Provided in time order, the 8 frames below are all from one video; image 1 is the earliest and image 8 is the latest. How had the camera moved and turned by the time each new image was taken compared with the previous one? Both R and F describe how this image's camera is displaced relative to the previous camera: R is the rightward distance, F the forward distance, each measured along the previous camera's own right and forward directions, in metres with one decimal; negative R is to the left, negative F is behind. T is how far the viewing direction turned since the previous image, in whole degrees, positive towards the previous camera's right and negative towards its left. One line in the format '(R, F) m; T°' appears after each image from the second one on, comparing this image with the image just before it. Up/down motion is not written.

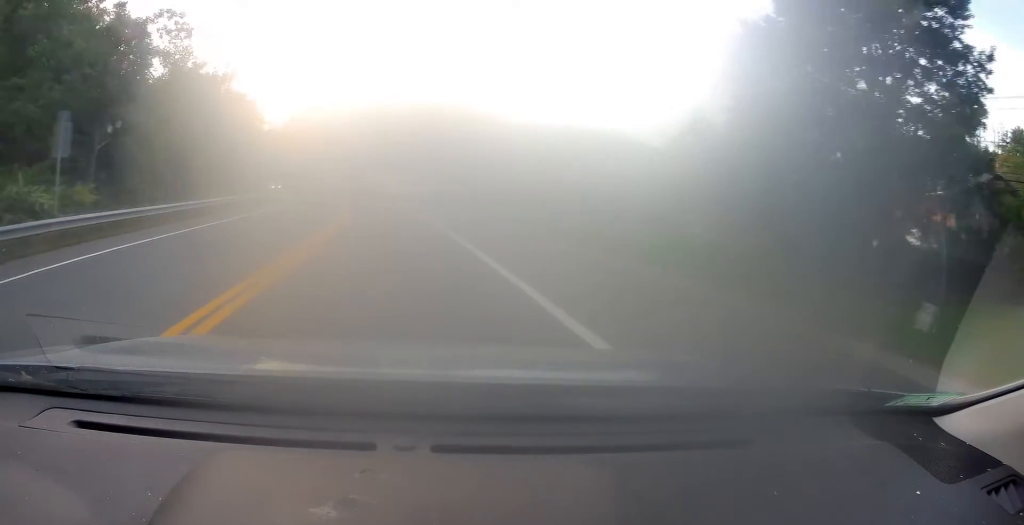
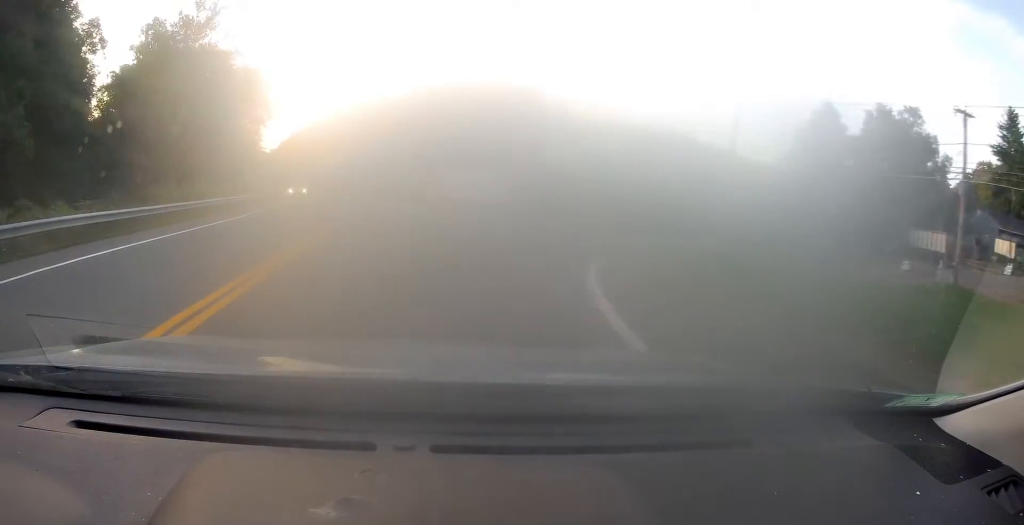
(-1.9, +28.9) m; -6°
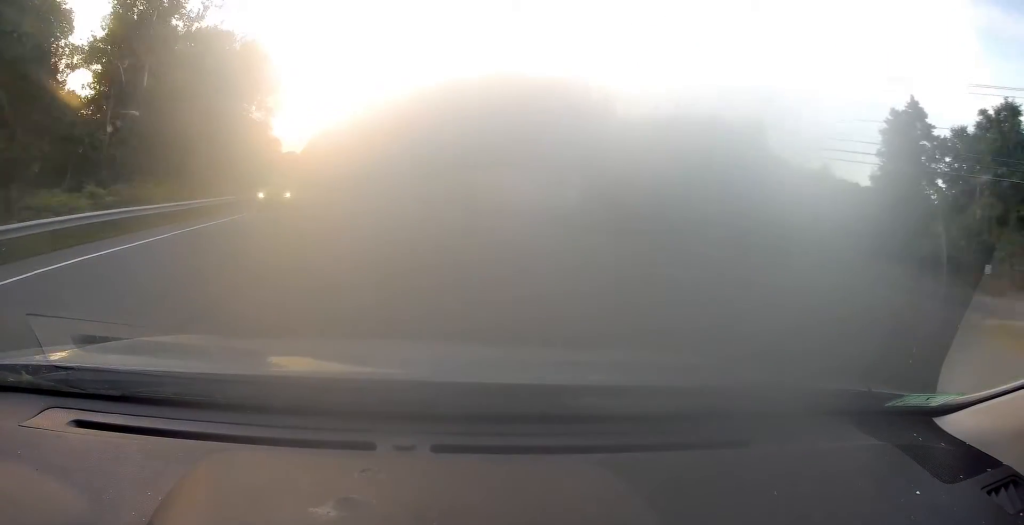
(+0.1, +13.8) m; -3°
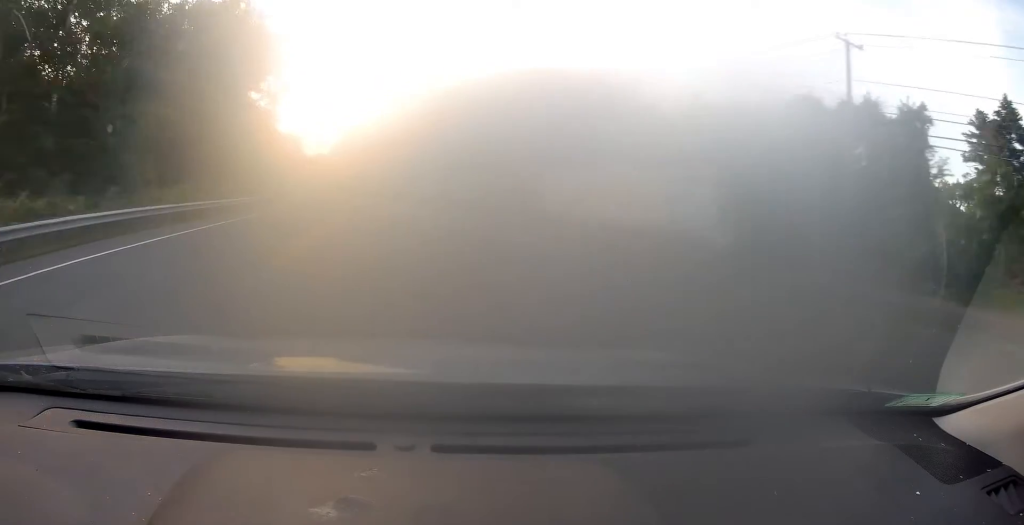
(-0.8, +14.4) m; -4°
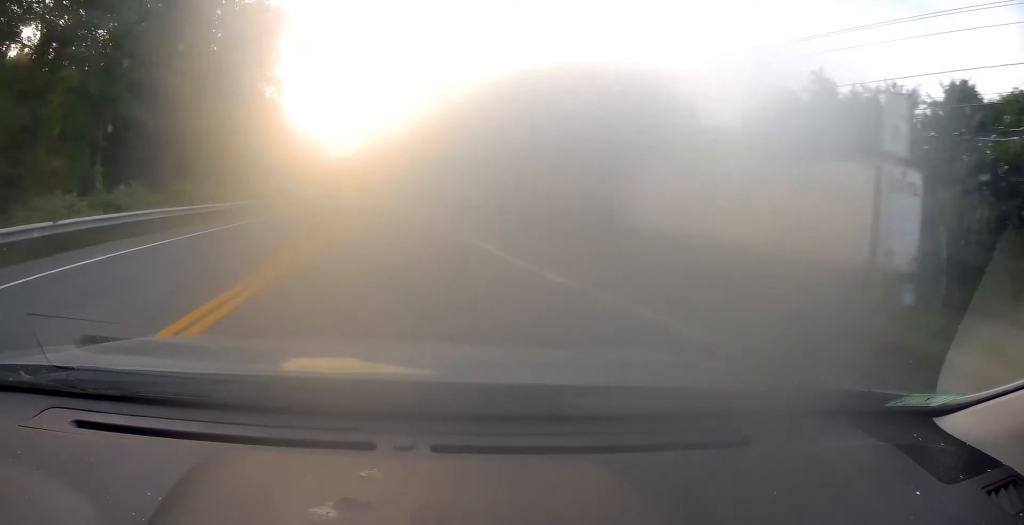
(-0.3, +11.5) m; -3°
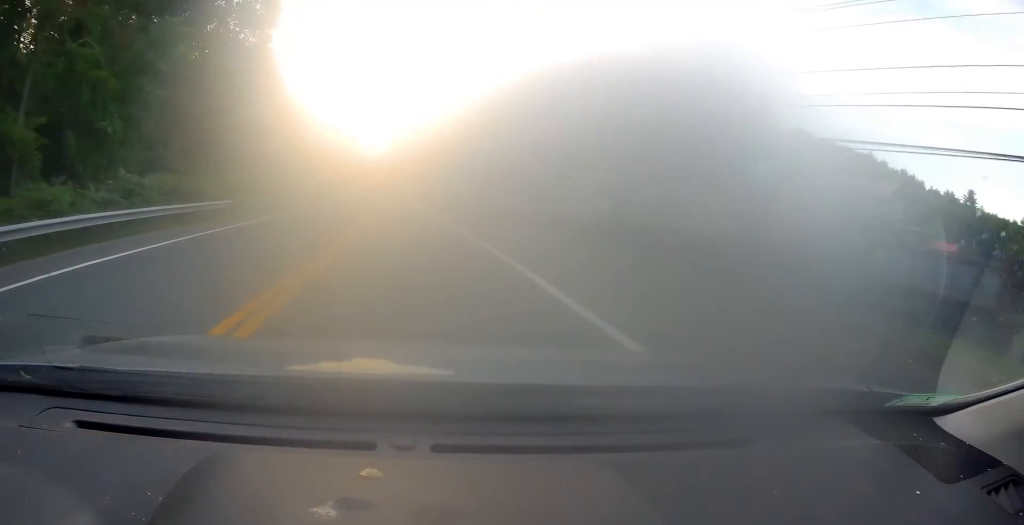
(-1.0, +21.4) m; -5°
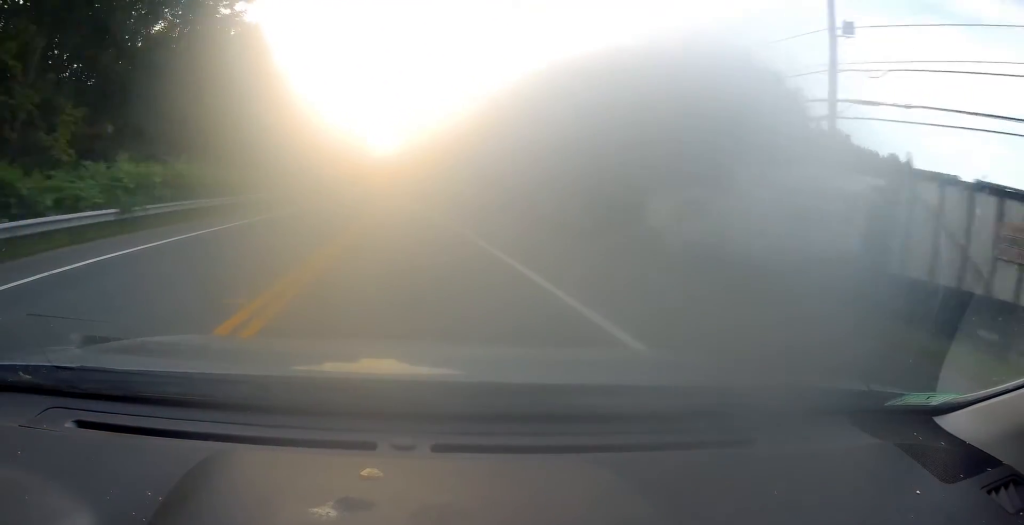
(-0.4, +12.0) m; -2°
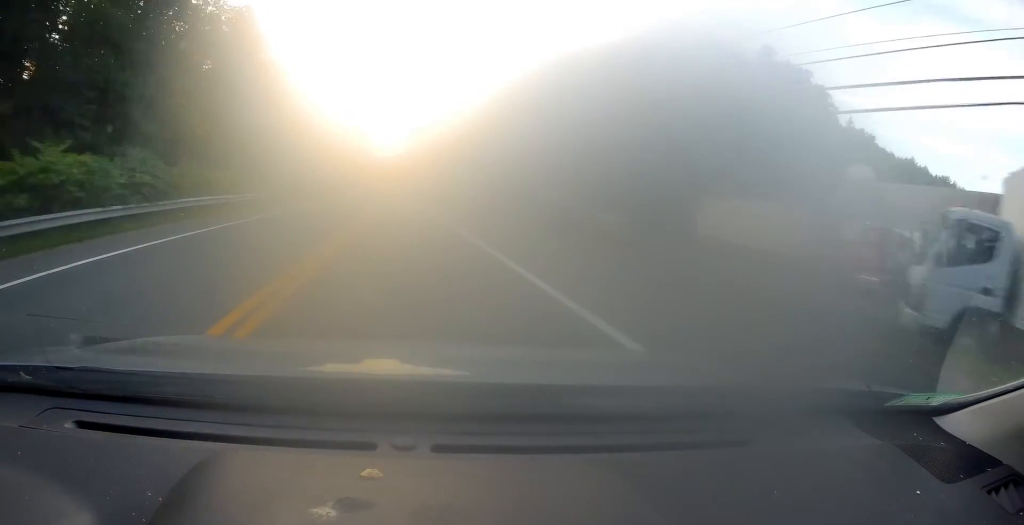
(-0.1, +9.3) m; -1°
